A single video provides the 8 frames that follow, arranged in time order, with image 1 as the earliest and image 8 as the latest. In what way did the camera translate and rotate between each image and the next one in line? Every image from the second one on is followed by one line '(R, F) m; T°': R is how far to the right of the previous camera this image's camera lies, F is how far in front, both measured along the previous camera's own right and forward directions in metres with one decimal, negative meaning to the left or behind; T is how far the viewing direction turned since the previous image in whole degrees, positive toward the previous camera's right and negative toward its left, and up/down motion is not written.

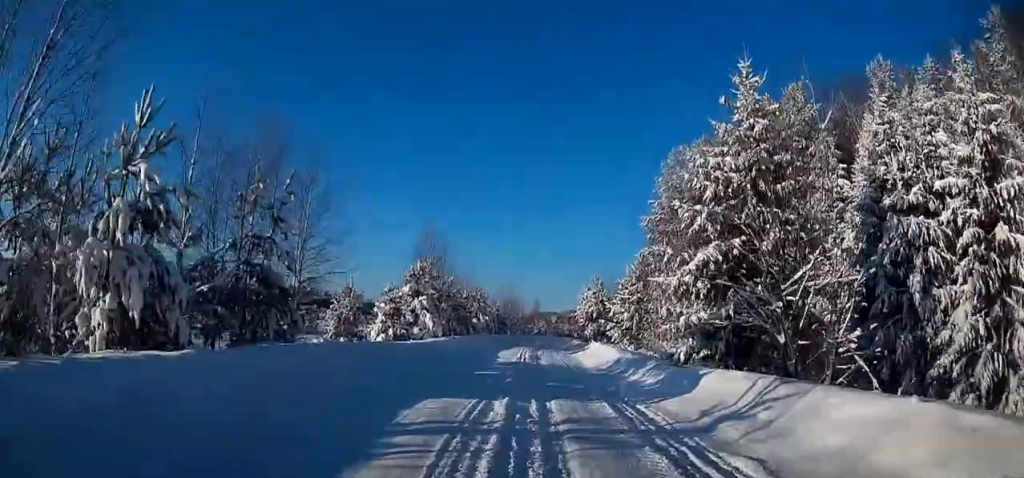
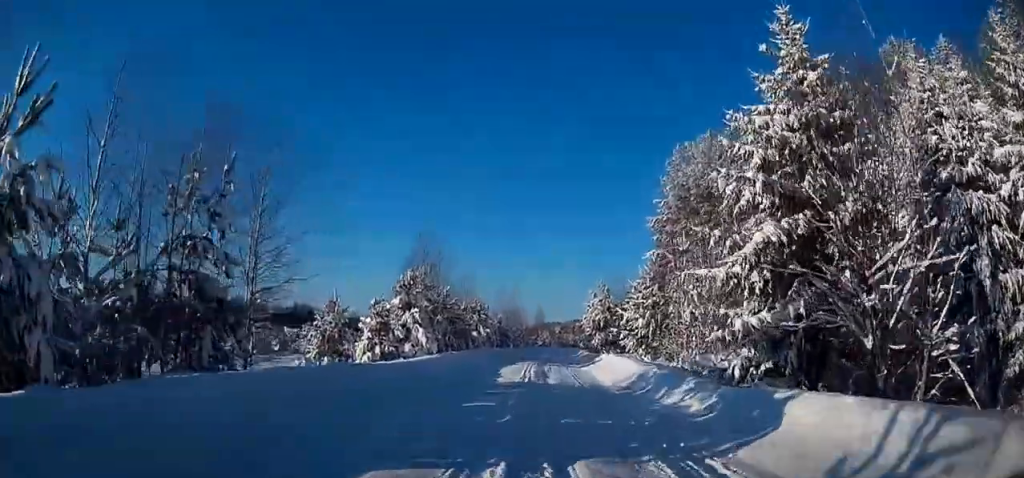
(+0.1, +3.7) m; -2°
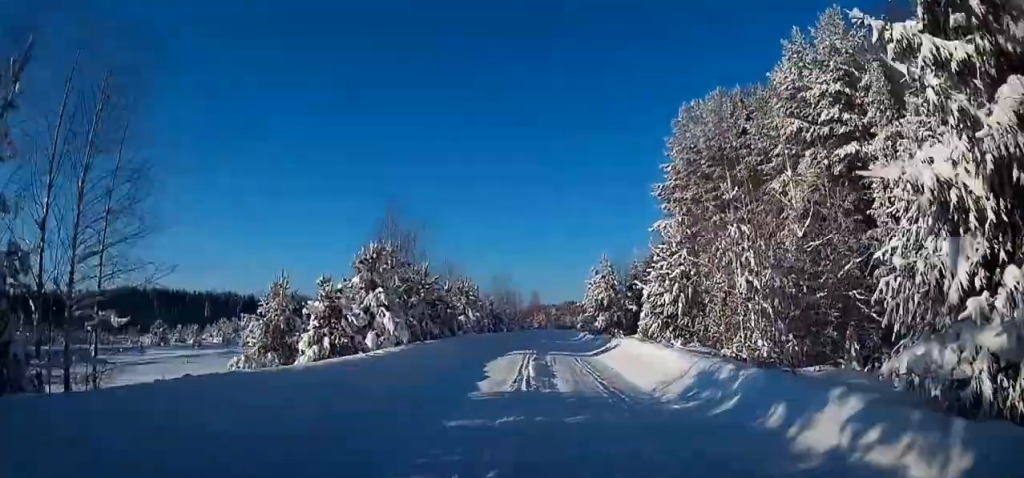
(-0.3, +7.1) m; +1°
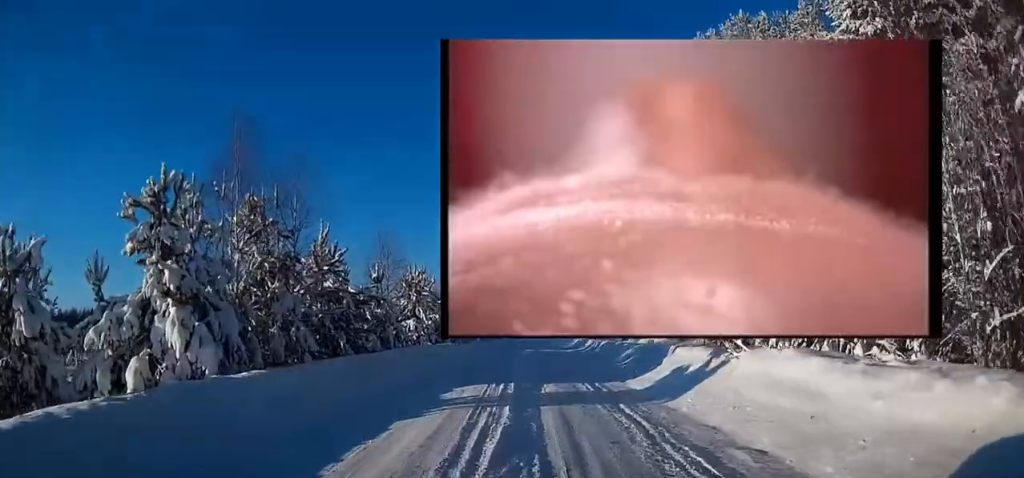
(+0.6, +15.1) m; 0°
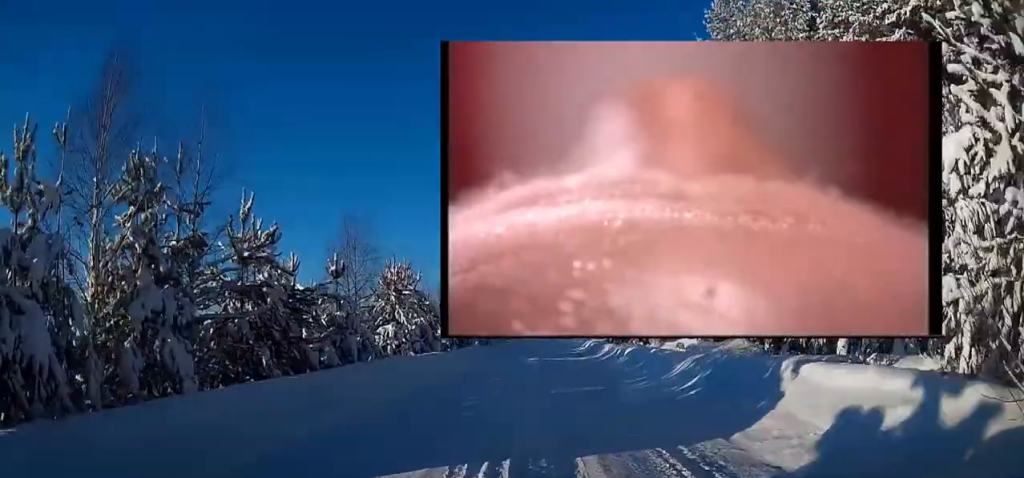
(-0.2, +6.2) m; -2°
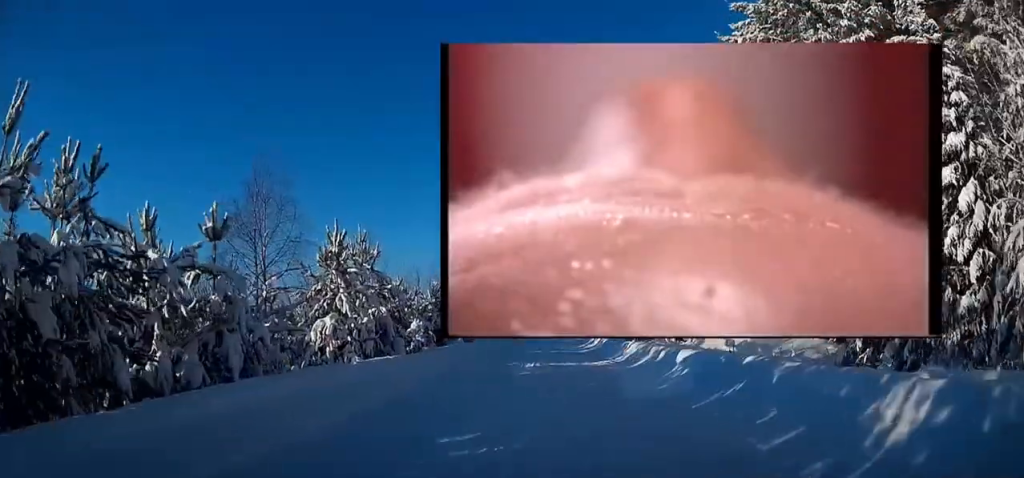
(-0.2, +7.9) m; -1°
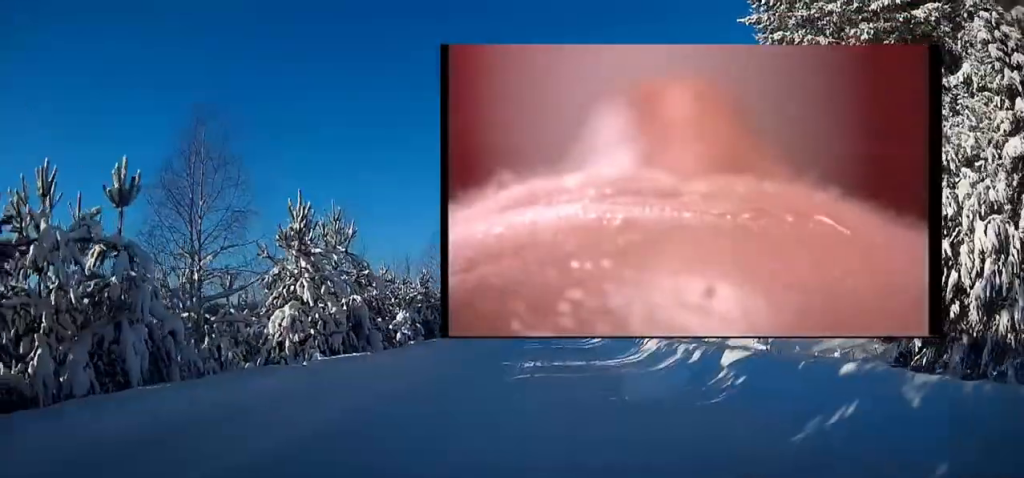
(0.0, +3.2) m; +1°
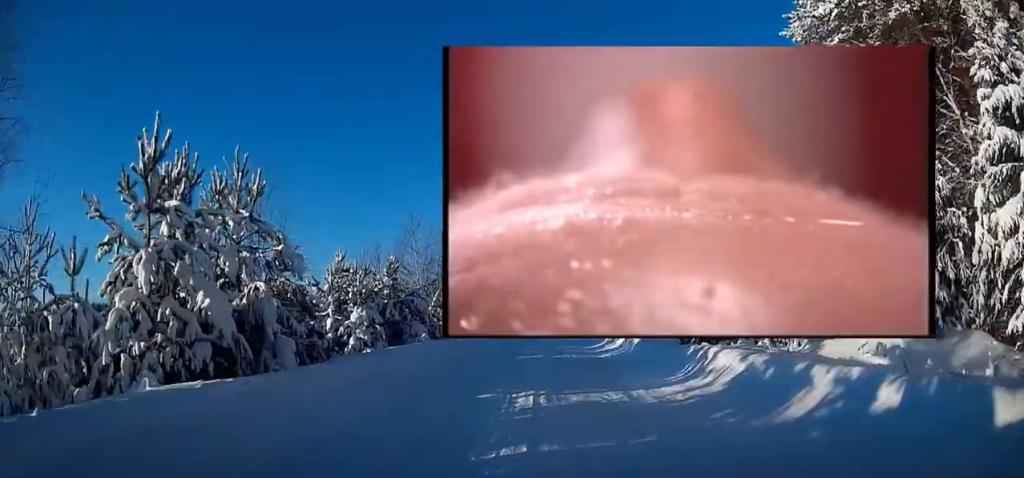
(+0.1, +6.8) m; +2°
